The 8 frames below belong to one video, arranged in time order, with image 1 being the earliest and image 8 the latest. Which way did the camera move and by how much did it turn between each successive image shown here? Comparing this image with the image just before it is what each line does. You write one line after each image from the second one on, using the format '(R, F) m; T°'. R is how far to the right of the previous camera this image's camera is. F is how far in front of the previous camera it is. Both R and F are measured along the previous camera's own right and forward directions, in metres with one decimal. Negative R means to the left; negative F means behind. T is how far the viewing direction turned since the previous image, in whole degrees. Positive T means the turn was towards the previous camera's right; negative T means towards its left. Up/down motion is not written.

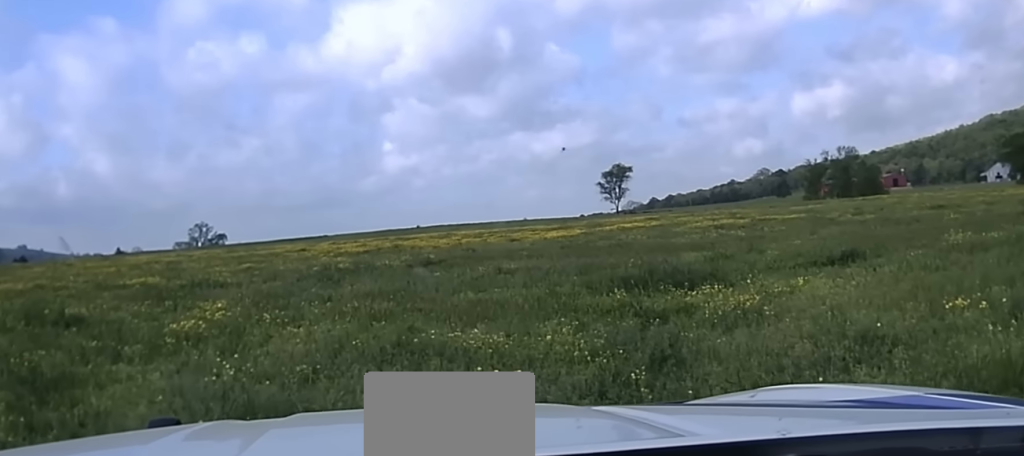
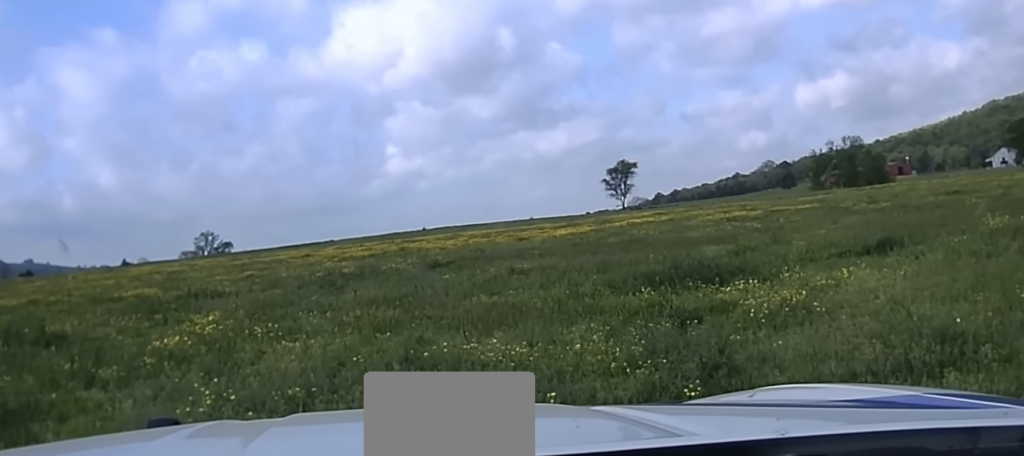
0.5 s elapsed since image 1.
(0.0, +0.7) m; +3°
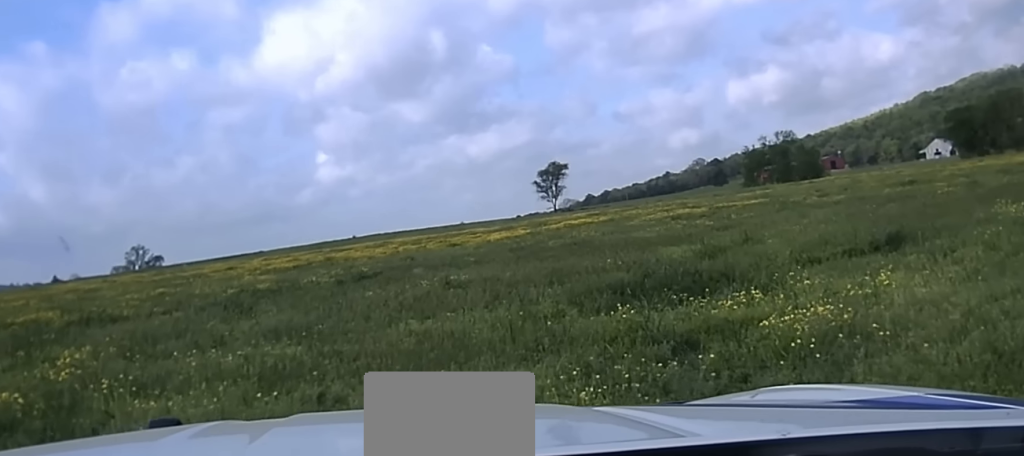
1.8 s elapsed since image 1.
(+0.1, +1.8) m; +8°
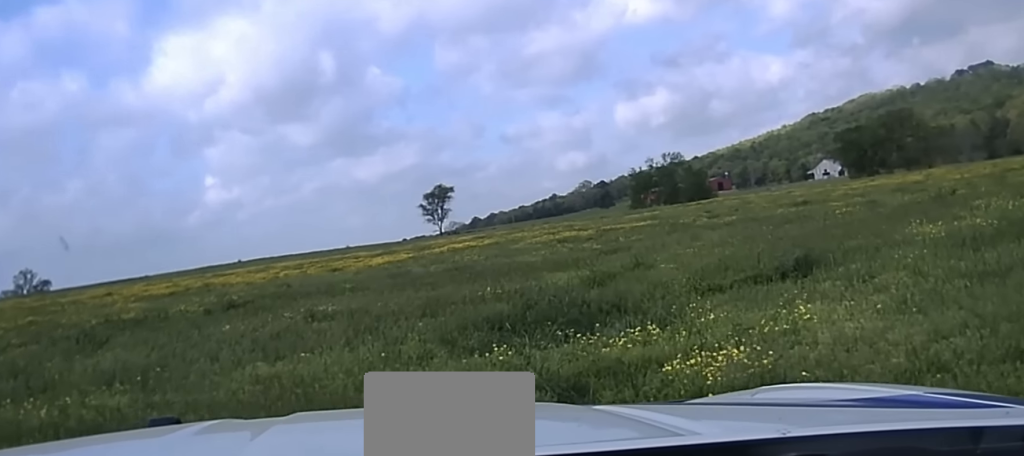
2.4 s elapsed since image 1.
(0.0, +0.9) m; +7°
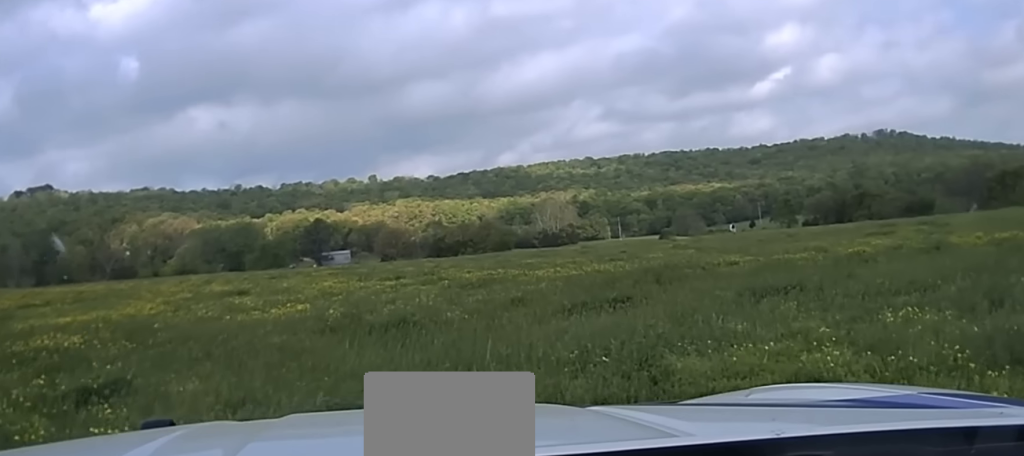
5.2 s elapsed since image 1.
(+3.9, +4.7) m; +61°
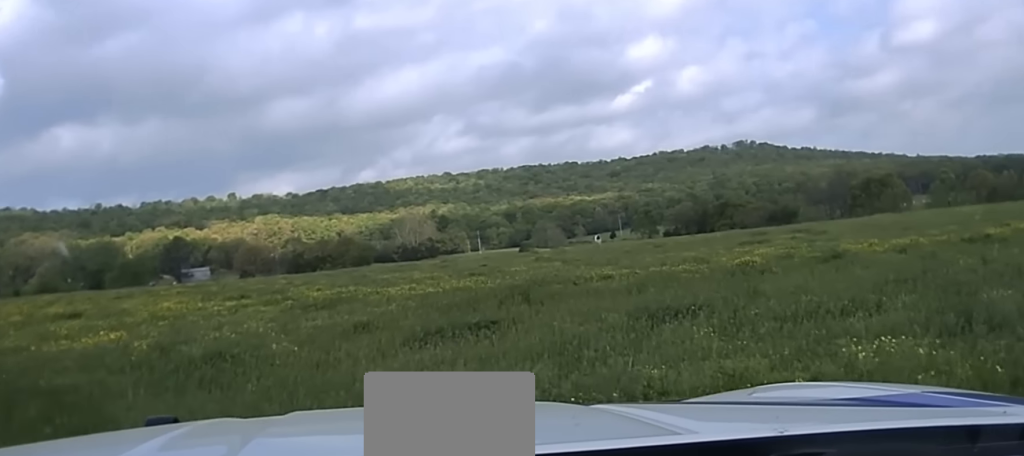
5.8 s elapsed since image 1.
(-0.2, +1.9) m; +5°
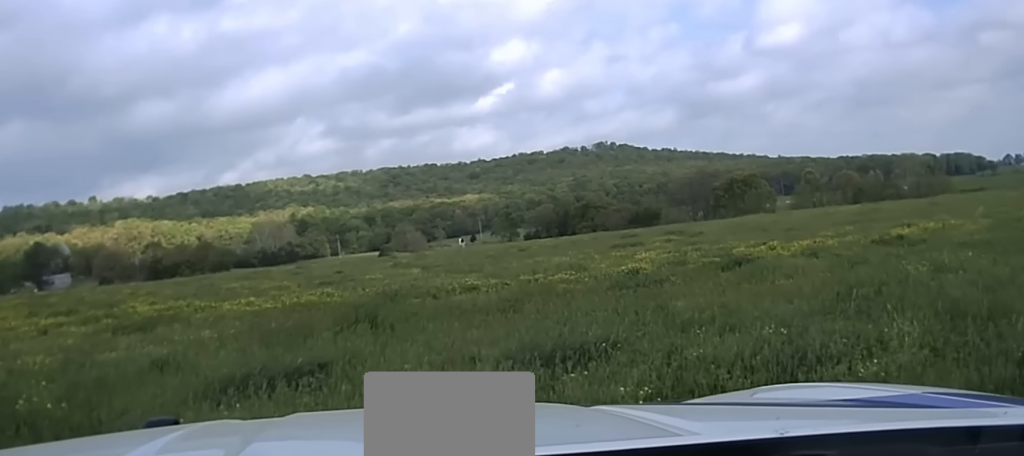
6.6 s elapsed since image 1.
(+0.4, +2.9) m; +7°
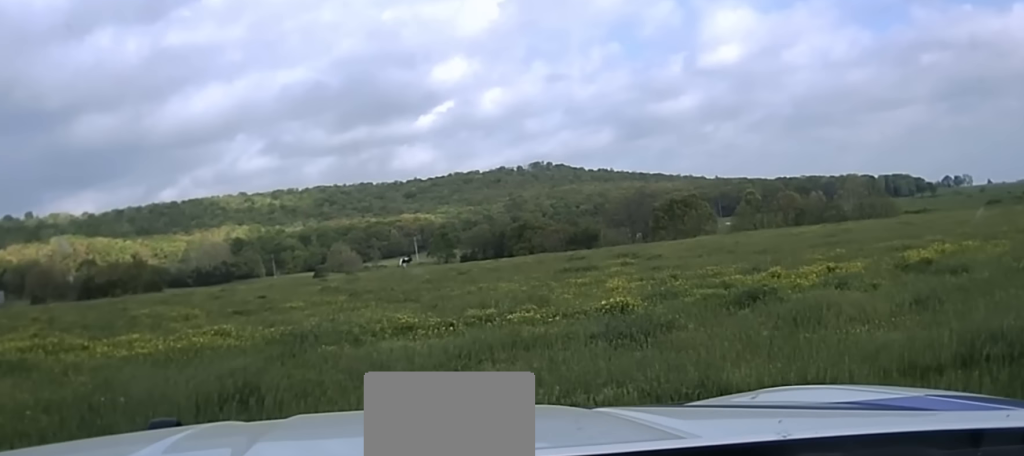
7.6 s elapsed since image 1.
(+0.3, +4.1) m; +3°
